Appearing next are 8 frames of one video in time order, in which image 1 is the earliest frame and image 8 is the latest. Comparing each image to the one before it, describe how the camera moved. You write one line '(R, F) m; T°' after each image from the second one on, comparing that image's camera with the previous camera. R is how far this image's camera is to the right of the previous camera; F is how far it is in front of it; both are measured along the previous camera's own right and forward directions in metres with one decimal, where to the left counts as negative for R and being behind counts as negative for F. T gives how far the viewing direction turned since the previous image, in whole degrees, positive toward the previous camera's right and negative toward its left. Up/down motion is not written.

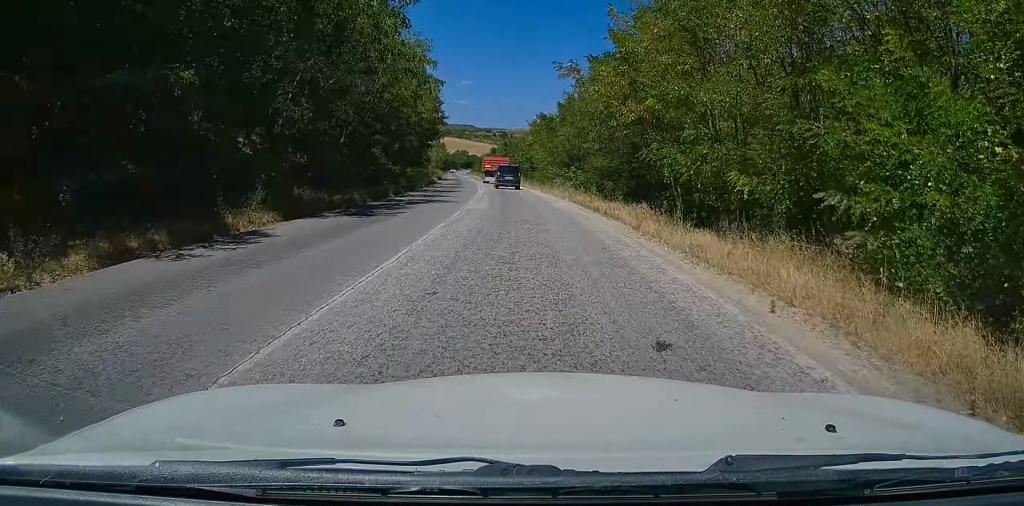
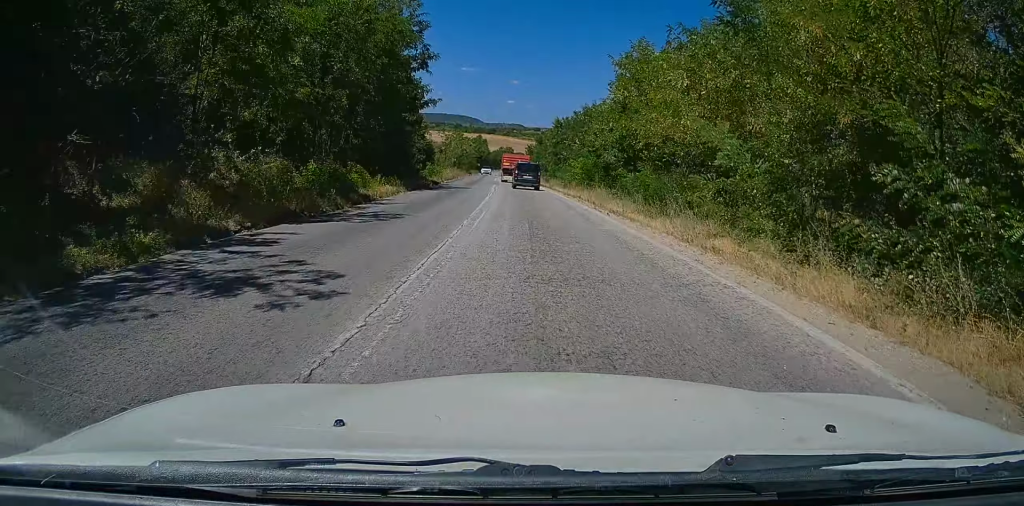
(-1.8, +43.0) m; -5°
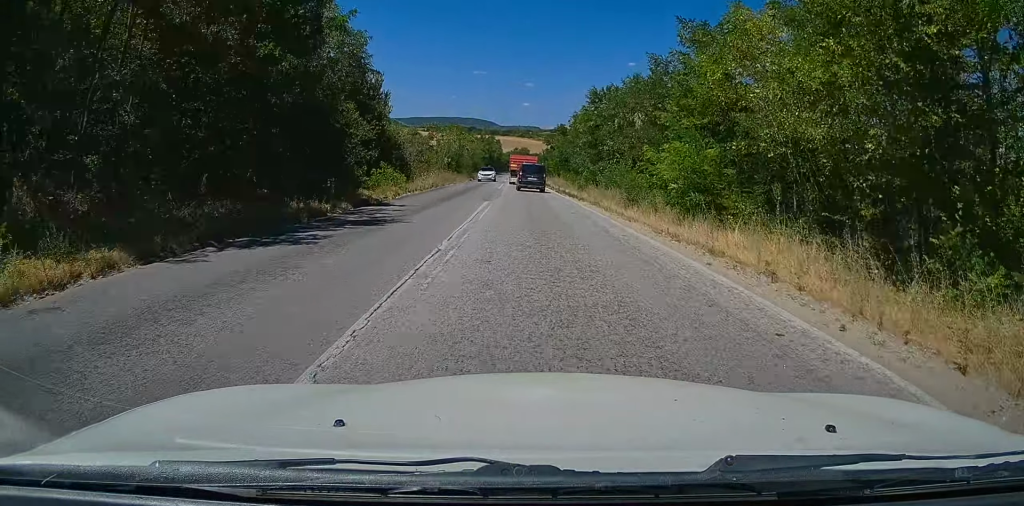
(-0.4, +24.9) m; -1°
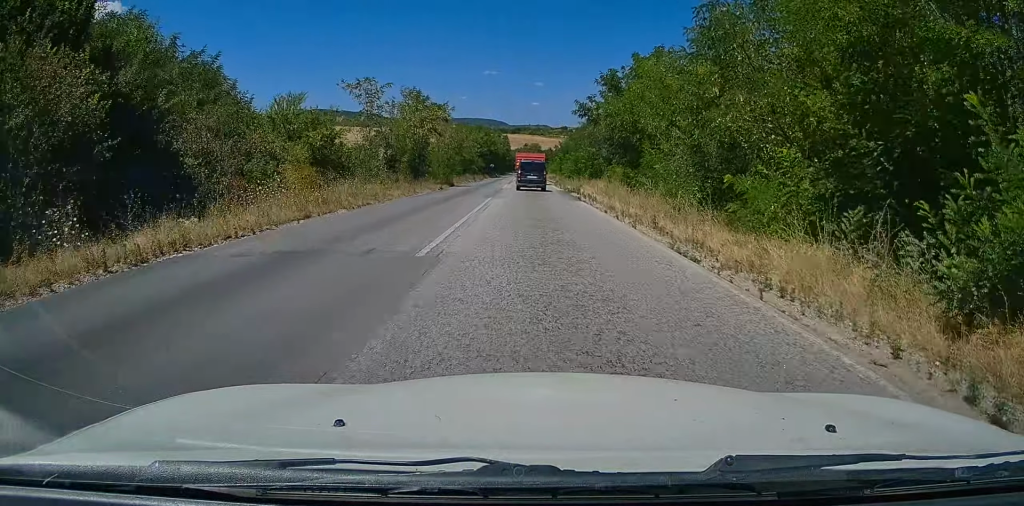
(-0.6, +36.9) m; -2°
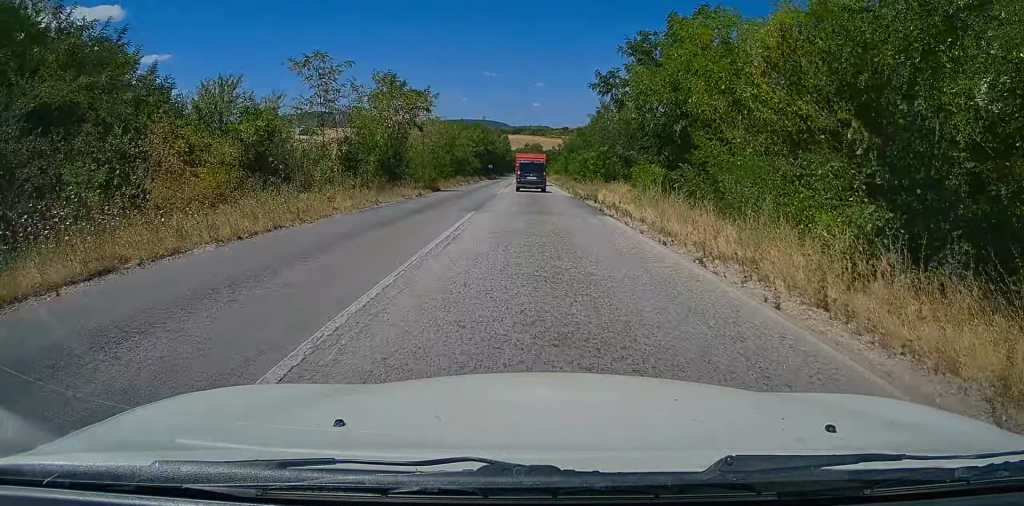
(0.0, +9.0) m; 0°
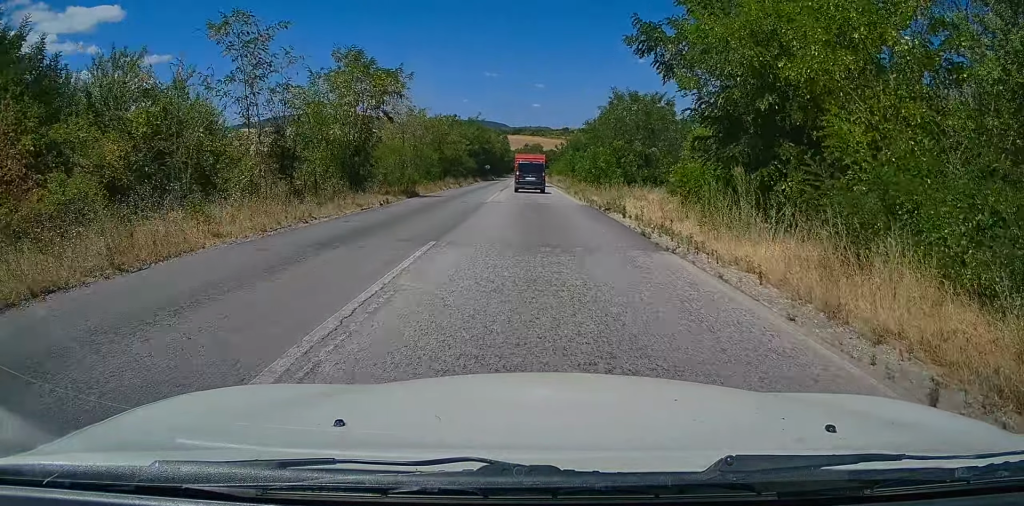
(0.0, +7.4) m; 0°
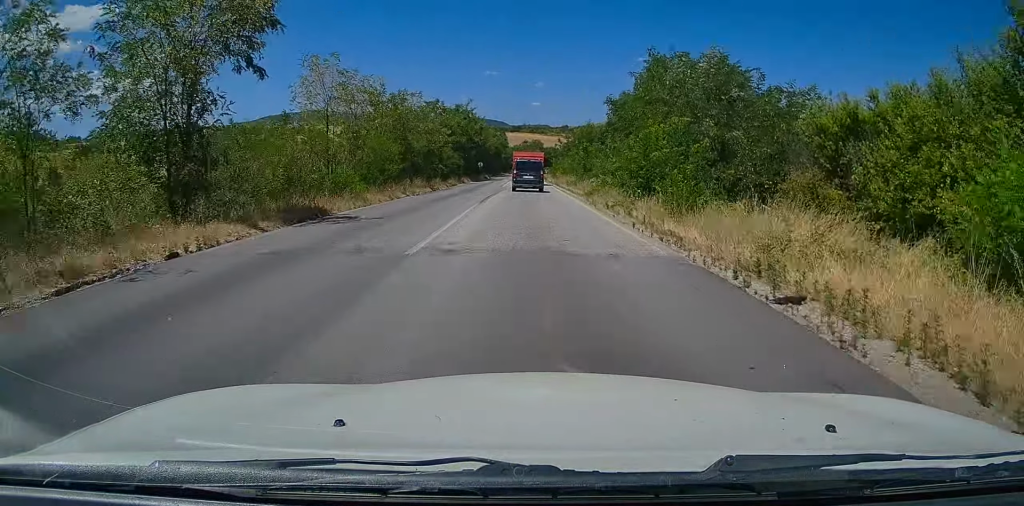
(0.0, +14.3) m; 0°
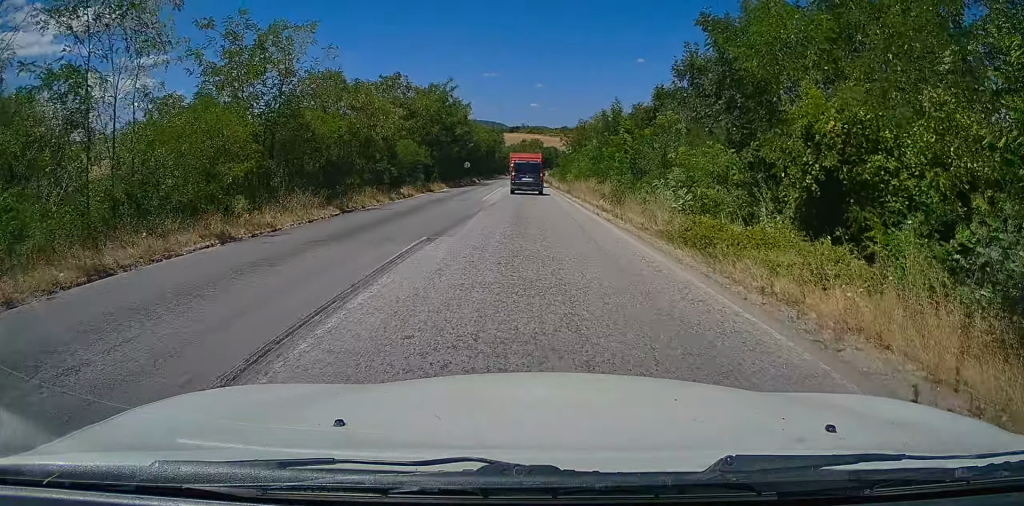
(0.0, +18.4) m; 0°
